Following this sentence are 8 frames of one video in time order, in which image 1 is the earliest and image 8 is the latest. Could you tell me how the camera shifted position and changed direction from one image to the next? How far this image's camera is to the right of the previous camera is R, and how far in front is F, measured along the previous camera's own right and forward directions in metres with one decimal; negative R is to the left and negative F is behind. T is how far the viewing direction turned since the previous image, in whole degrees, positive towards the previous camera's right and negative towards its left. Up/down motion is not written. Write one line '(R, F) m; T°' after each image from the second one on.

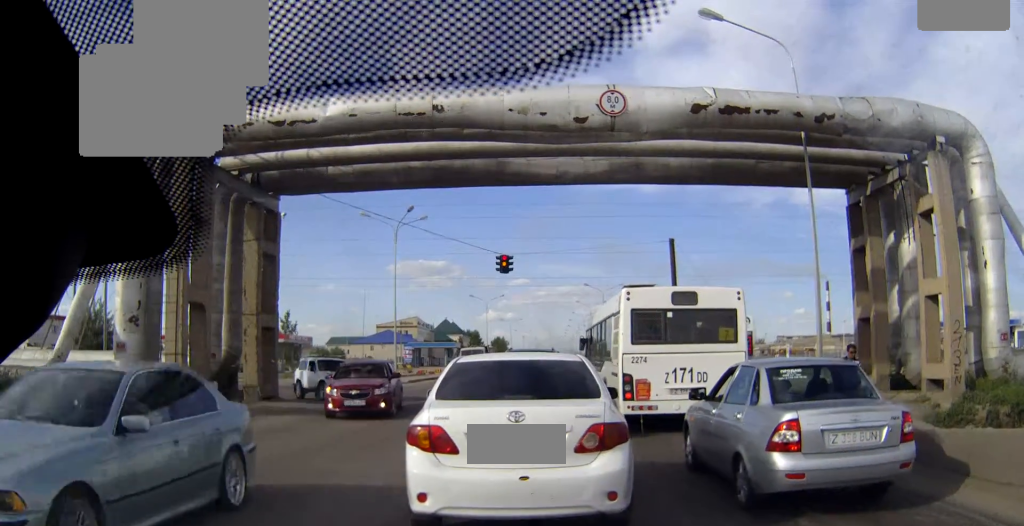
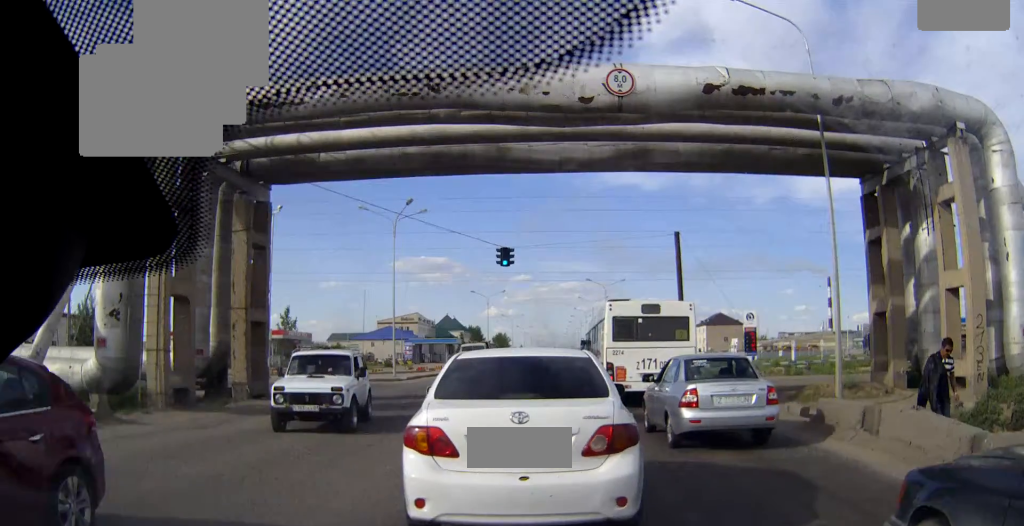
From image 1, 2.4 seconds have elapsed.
(-0.1, +1.6) m; 0°
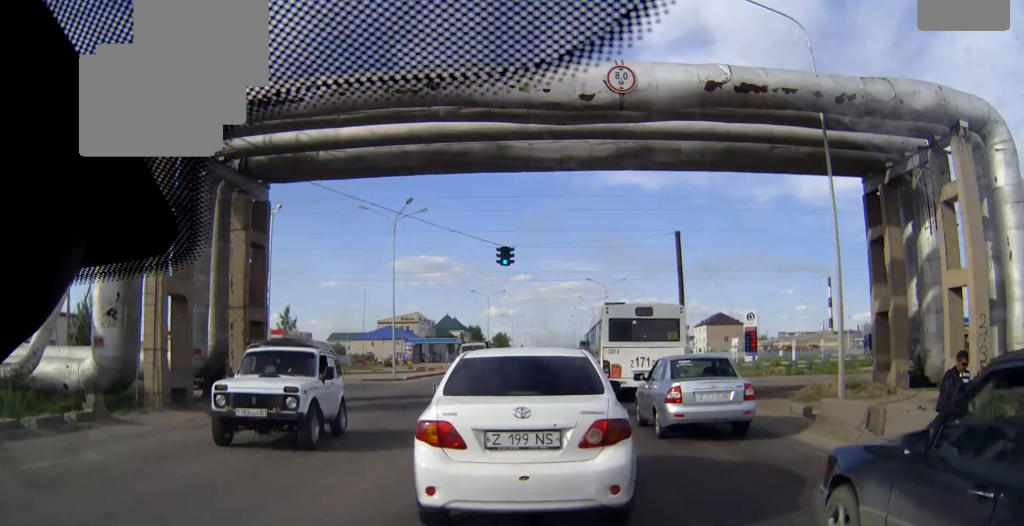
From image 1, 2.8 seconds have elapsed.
(0.0, 0.0) m; 0°
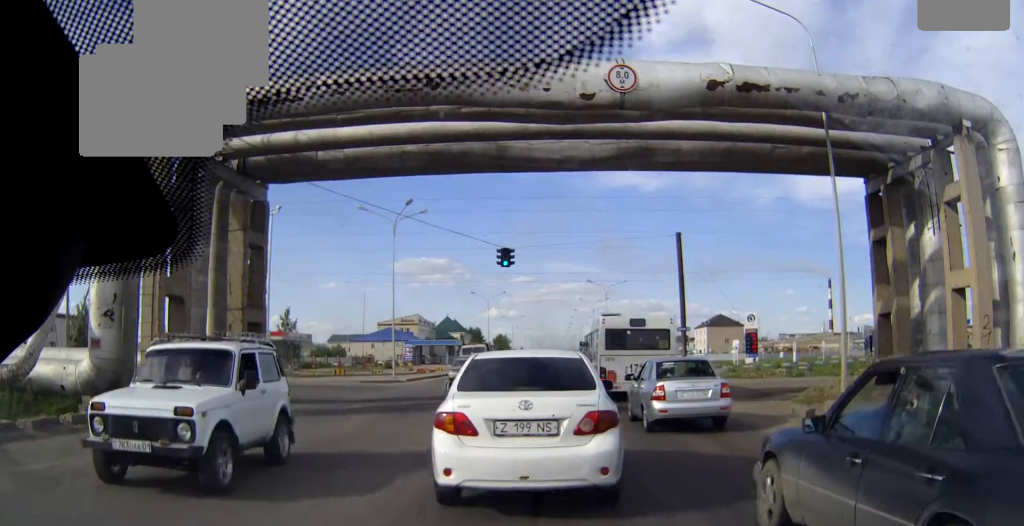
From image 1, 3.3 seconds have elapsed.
(0.0, 0.0) m; 0°
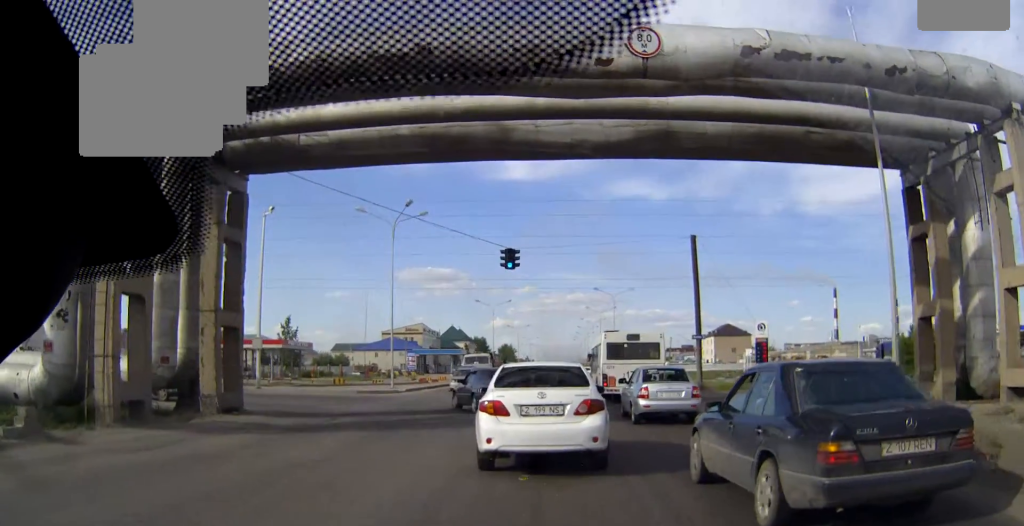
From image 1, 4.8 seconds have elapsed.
(0.0, +0.6) m; 0°
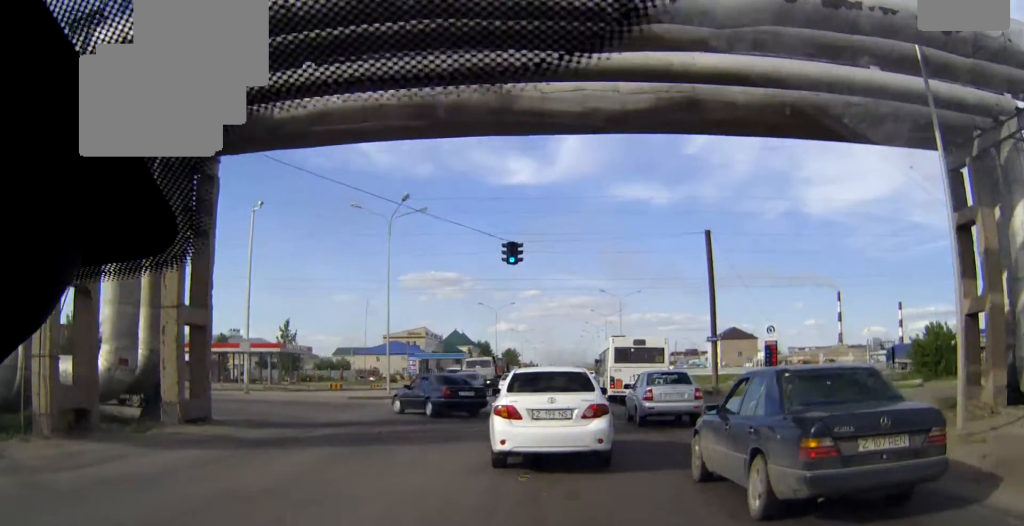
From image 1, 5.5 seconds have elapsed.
(0.0, +0.3) m; 0°
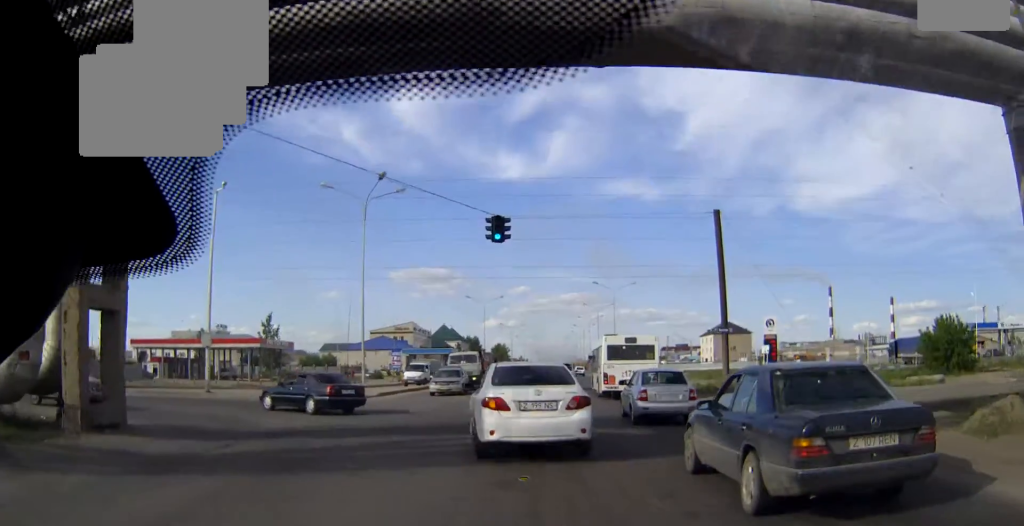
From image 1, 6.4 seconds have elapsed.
(0.0, +1.7) m; +1°
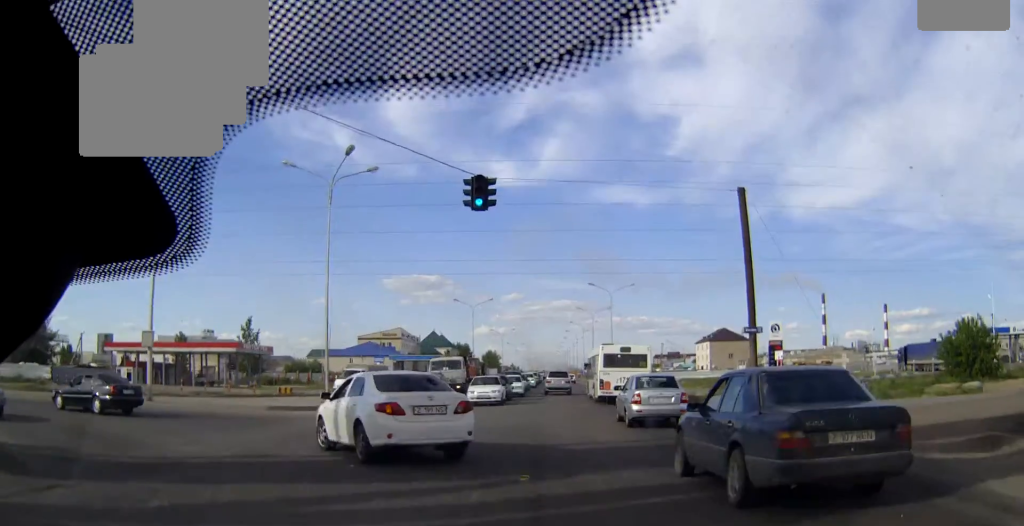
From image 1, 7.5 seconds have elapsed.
(+0.1, +4.9) m; +1°
